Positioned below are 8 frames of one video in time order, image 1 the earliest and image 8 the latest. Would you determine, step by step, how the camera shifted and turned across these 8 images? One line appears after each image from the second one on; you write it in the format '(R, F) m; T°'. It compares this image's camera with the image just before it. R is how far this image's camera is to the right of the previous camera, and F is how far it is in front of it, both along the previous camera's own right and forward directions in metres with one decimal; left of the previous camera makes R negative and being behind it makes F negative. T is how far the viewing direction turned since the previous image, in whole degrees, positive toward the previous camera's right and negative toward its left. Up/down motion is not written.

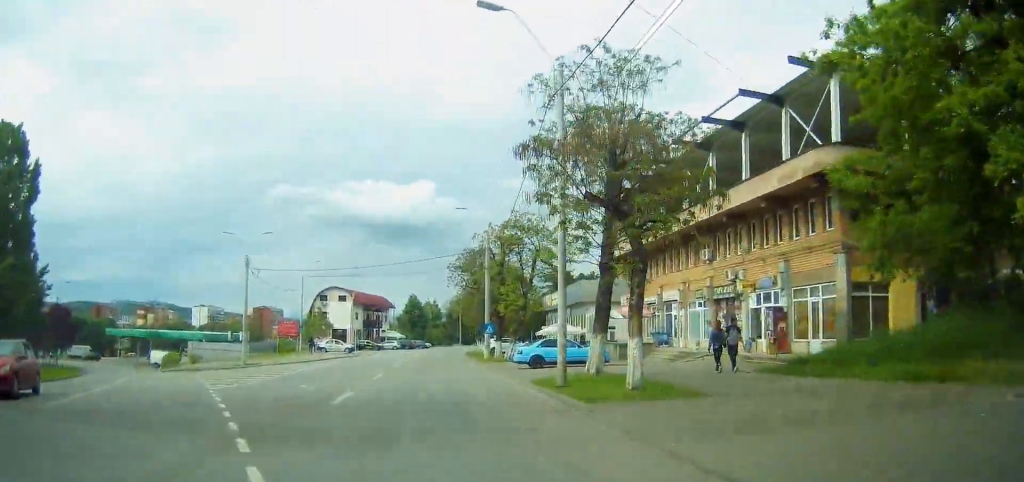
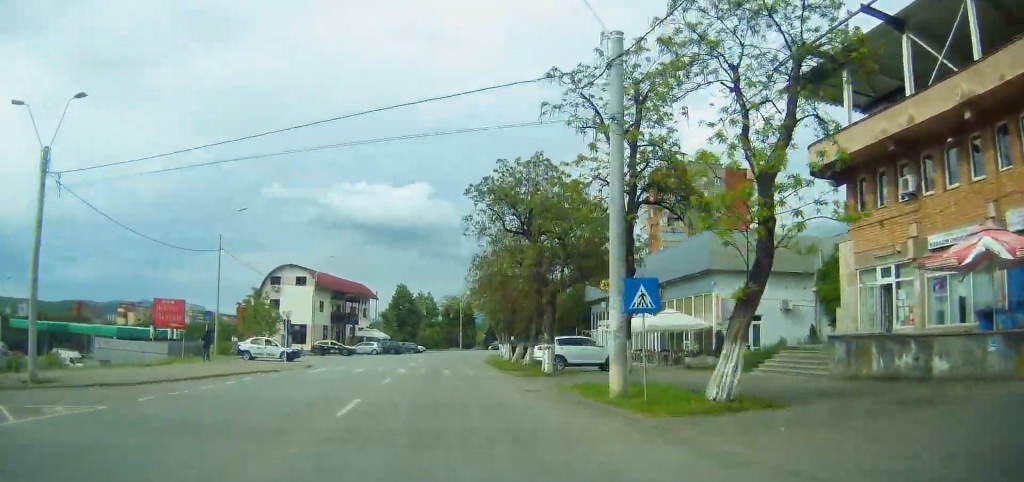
(+0.8, +28.8) m; 0°
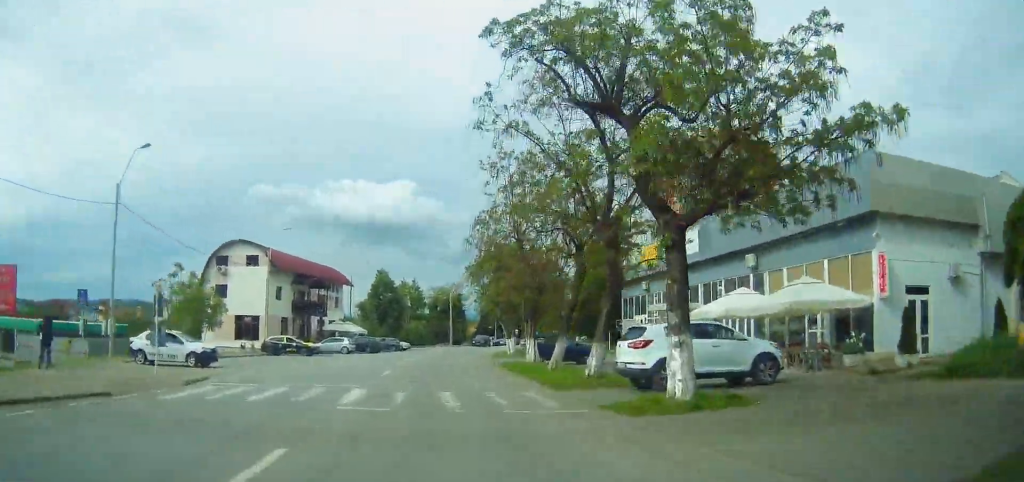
(-0.5, +16.0) m; +1°
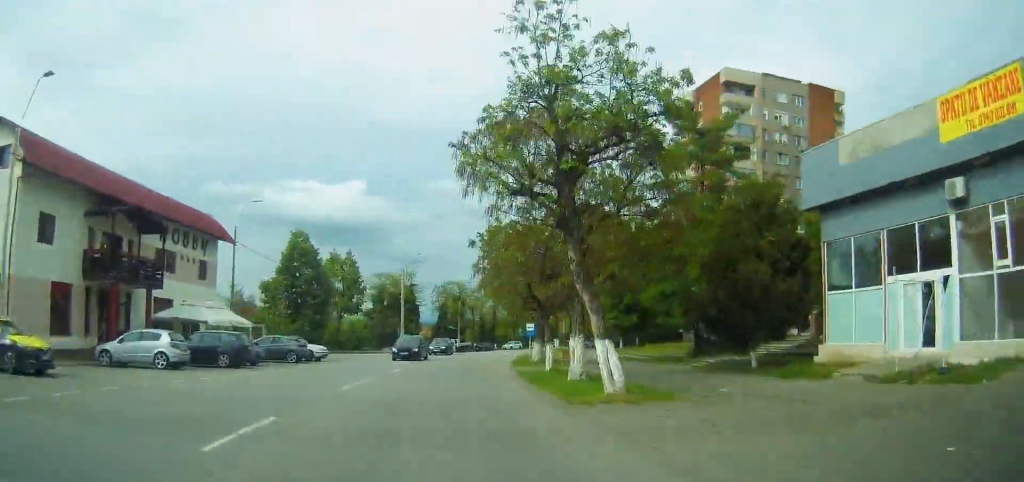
(+1.2, +34.1) m; +5°
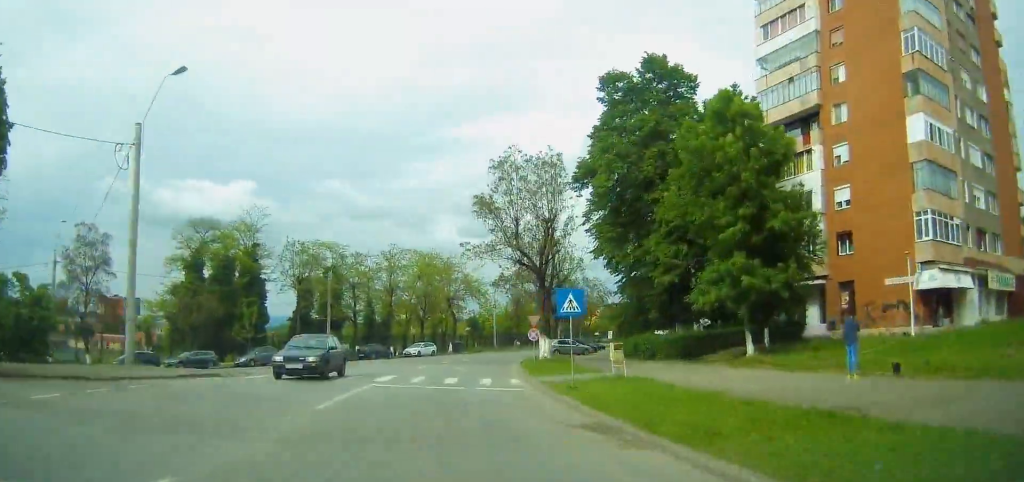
(+3.4, +46.4) m; +13°
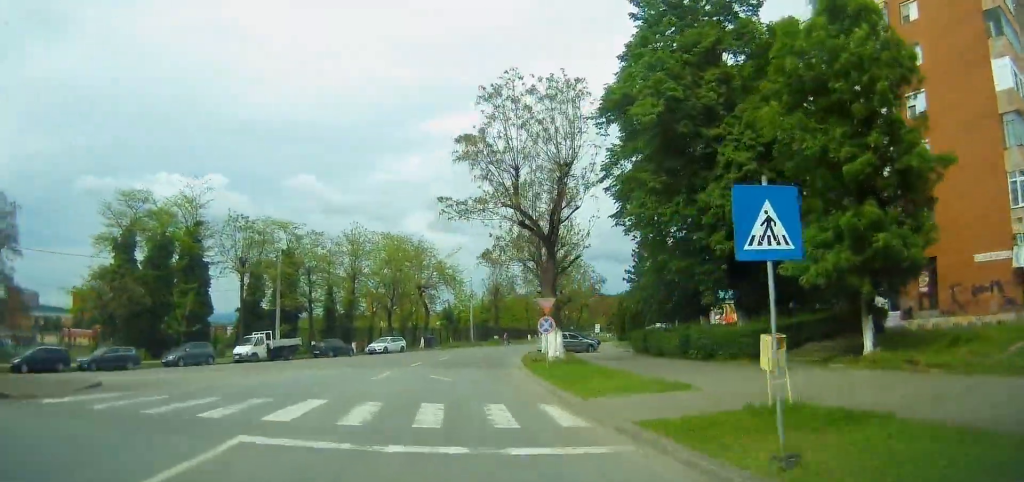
(+0.1, +9.2) m; +3°
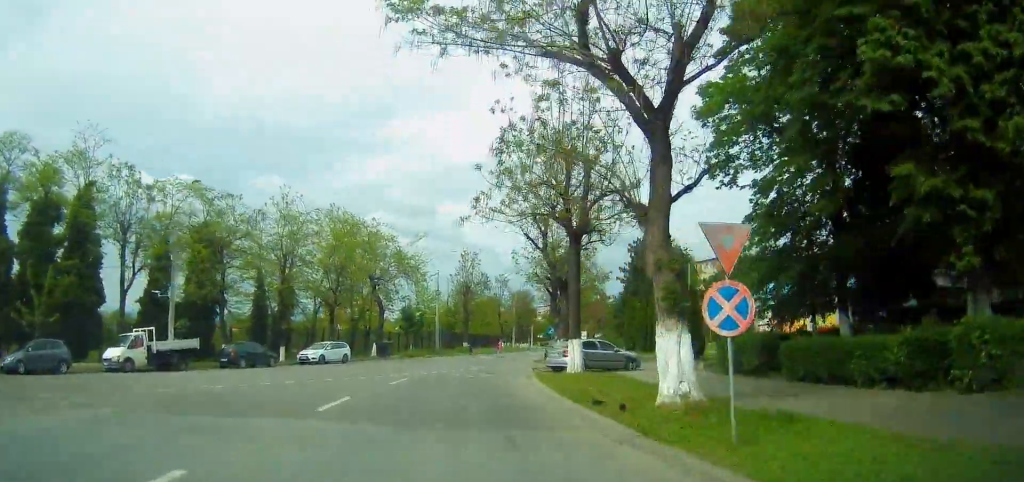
(+2.4, +13.6) m; 0°
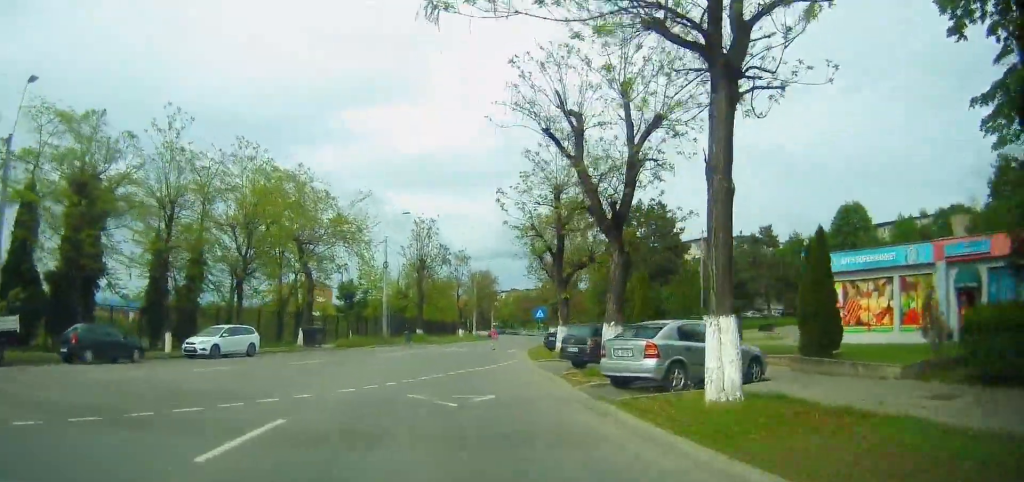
(-1.4, +14.6) m; -2°
